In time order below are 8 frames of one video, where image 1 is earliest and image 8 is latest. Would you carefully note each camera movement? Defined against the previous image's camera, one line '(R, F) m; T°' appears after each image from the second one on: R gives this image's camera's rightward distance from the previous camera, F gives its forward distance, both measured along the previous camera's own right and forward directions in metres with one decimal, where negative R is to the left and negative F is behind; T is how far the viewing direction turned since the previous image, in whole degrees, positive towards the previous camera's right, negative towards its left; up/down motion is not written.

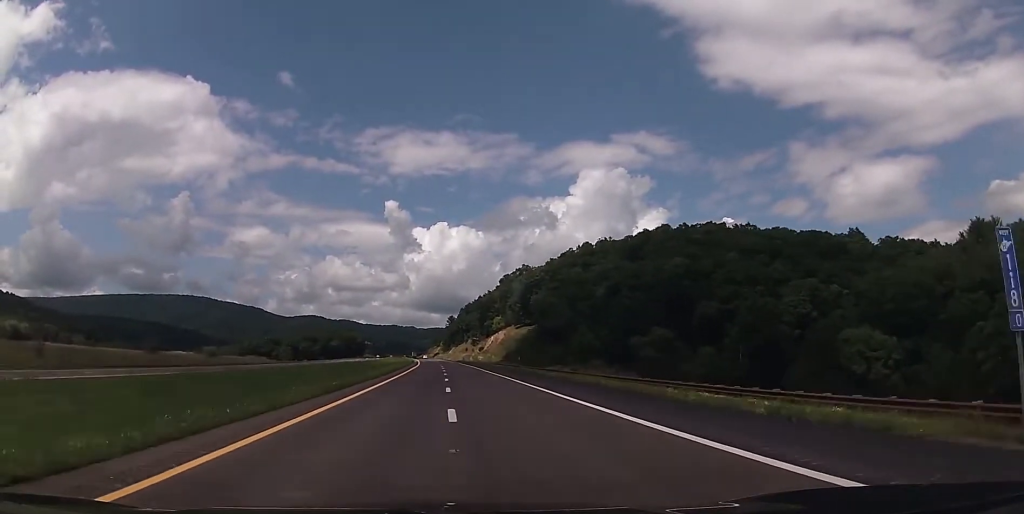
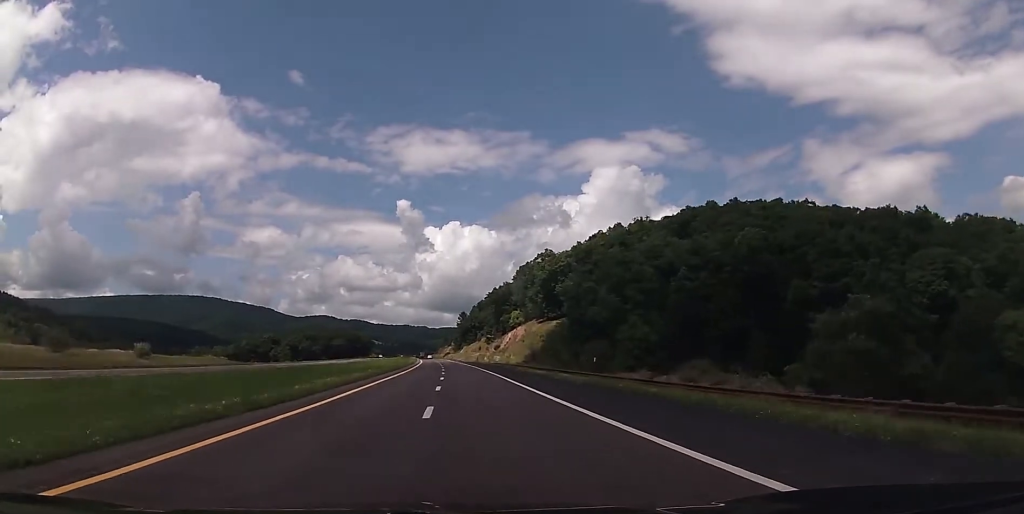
(+0.2, +35.5) m; 0°
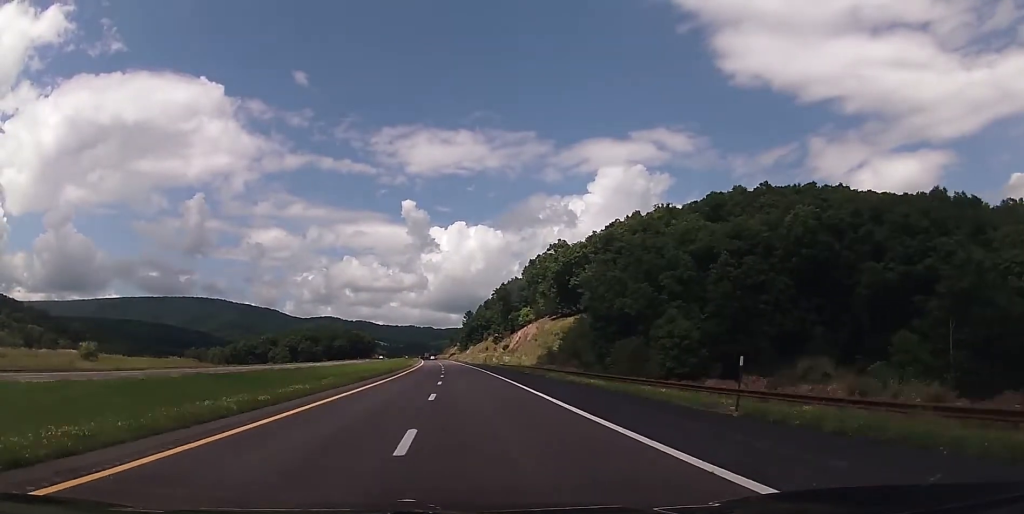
(-0.1, +17.7) m; -1°
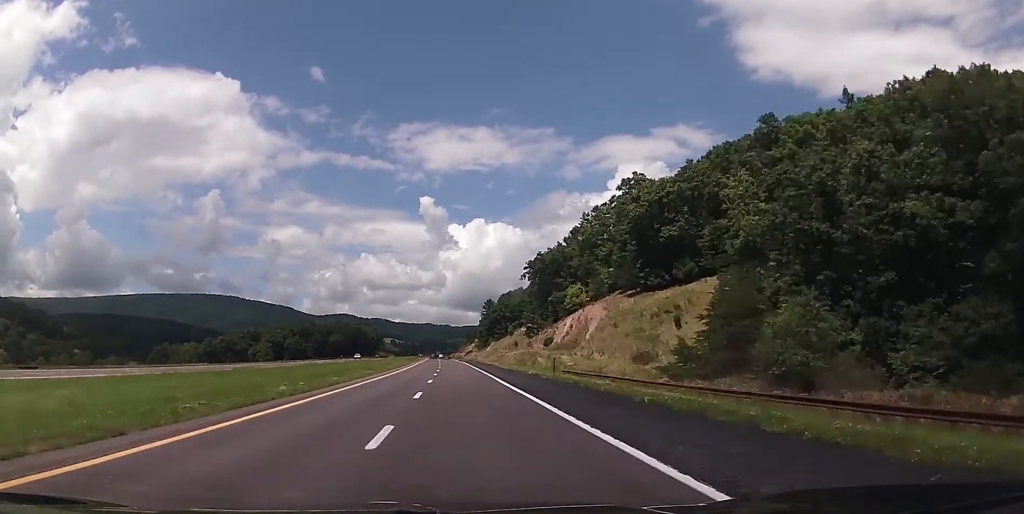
(-1.1, +72.4) m; -2°
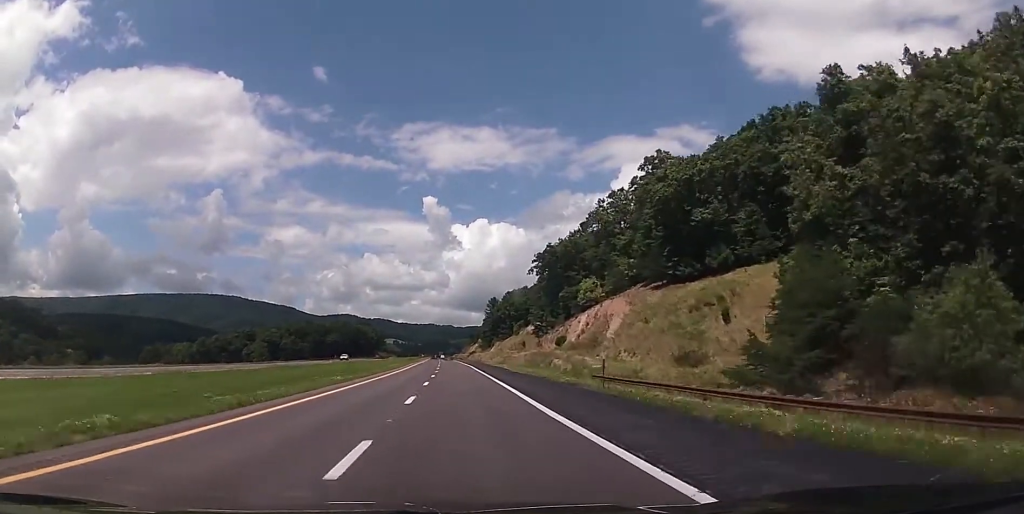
(+0.1, +14.5) m; 0°
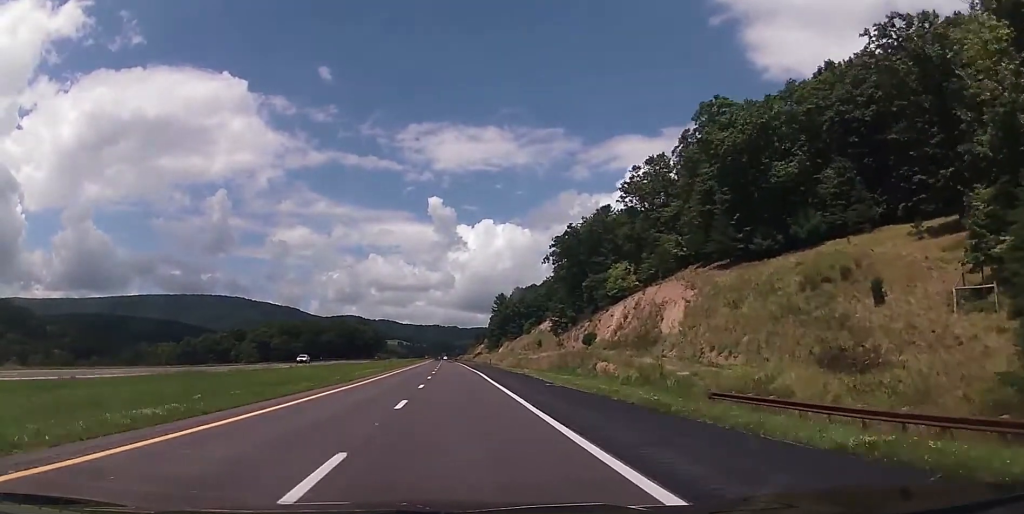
(-0.3, +25.6) m; 0°
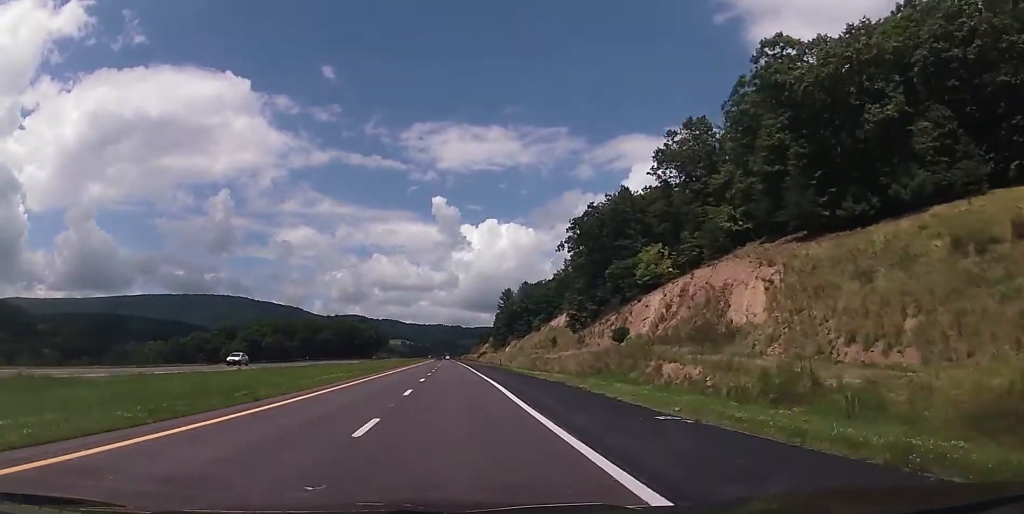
(0.0, +18.9) m; 0°
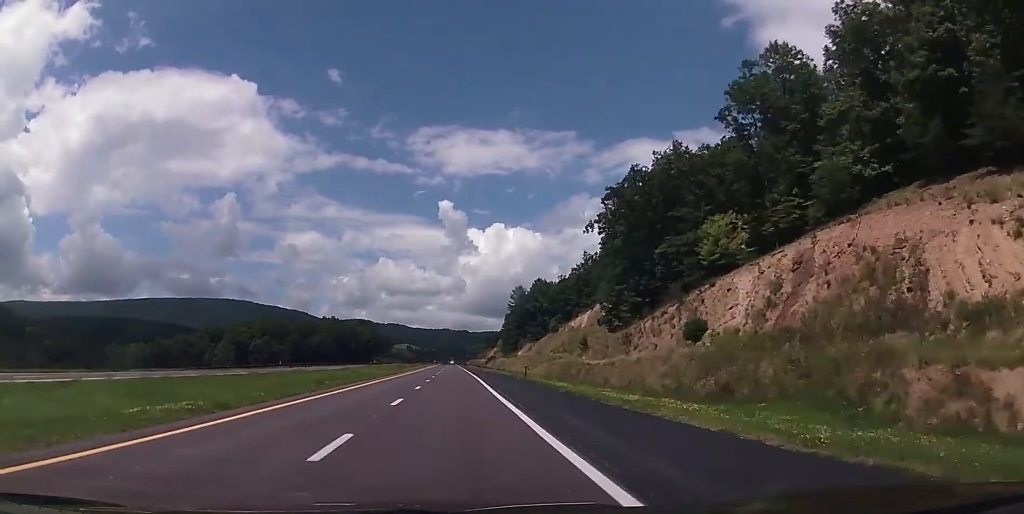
(0.0, +26.6) m; -1°
